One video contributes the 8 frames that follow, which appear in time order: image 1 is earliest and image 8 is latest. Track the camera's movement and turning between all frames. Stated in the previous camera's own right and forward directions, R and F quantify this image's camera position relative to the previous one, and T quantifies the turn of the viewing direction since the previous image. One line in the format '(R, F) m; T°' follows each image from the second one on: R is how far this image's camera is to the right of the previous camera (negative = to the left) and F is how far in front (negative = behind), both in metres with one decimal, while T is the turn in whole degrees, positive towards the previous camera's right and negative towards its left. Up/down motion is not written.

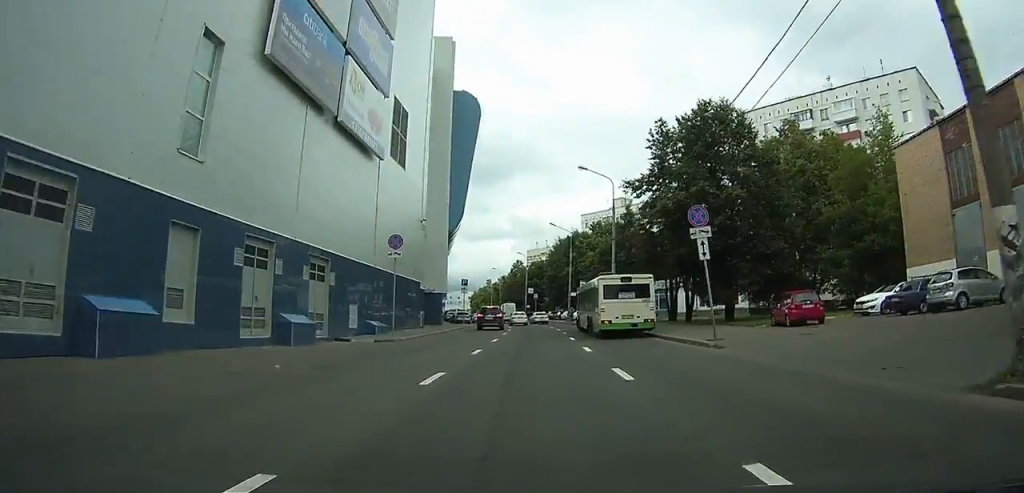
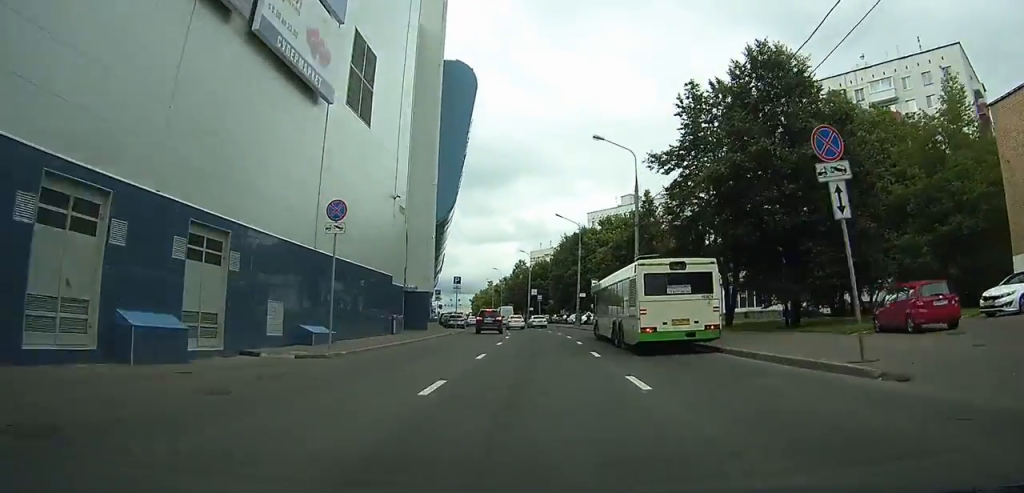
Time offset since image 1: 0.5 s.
(+0.1, +8.9) m; 0°
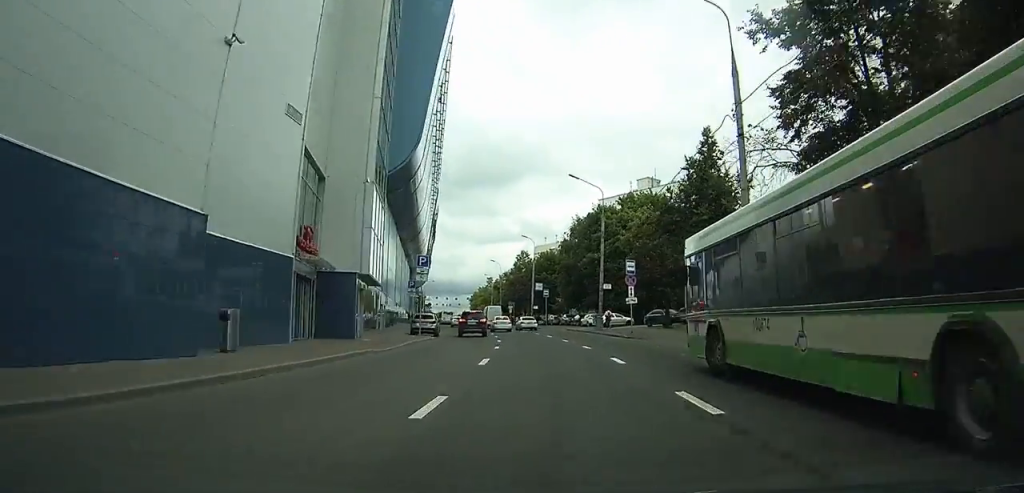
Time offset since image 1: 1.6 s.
(-0.2, +18.7) m; -1°
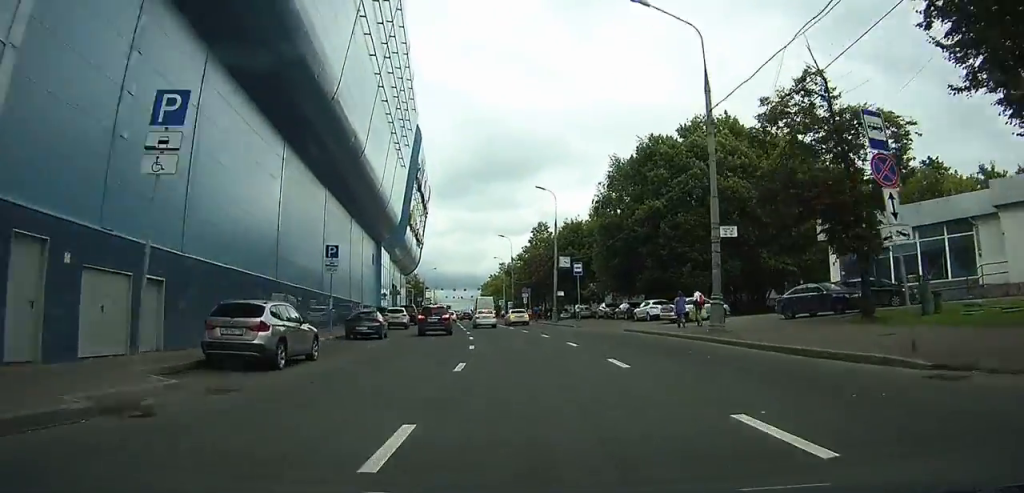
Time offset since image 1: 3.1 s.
(-1.4, +26.8) m; -6°
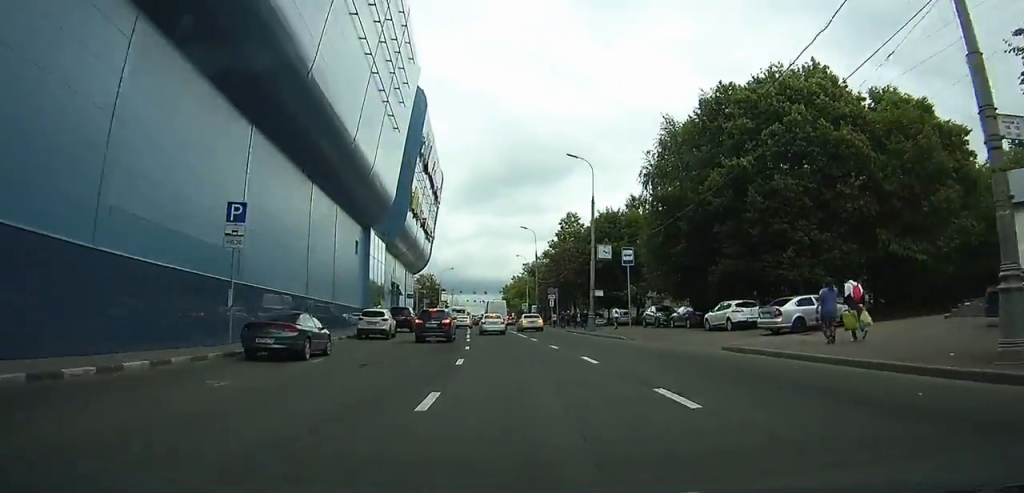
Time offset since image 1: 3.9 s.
(-0.4, +12.8) m; -2°
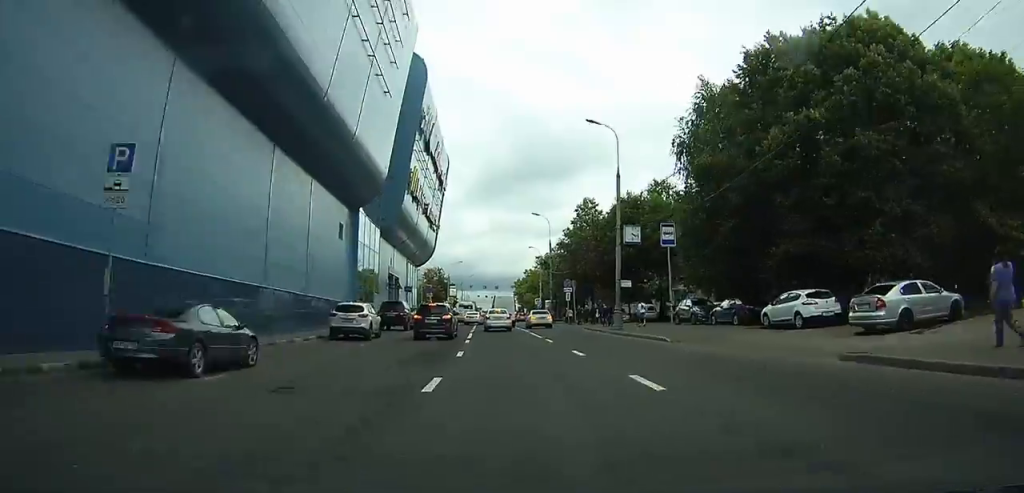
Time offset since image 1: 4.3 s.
(+0.1, +6.6) m; 0°
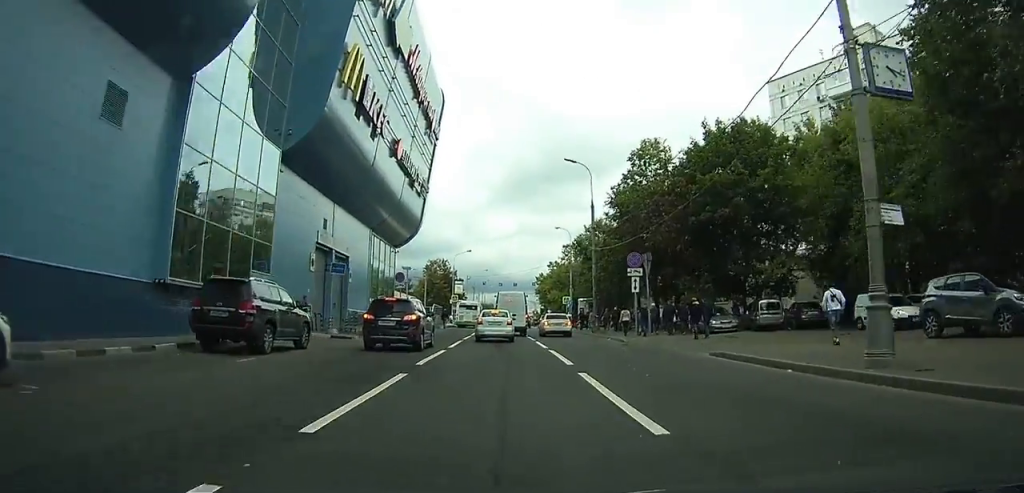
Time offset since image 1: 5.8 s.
(-0.3, +24.1) m; -1°
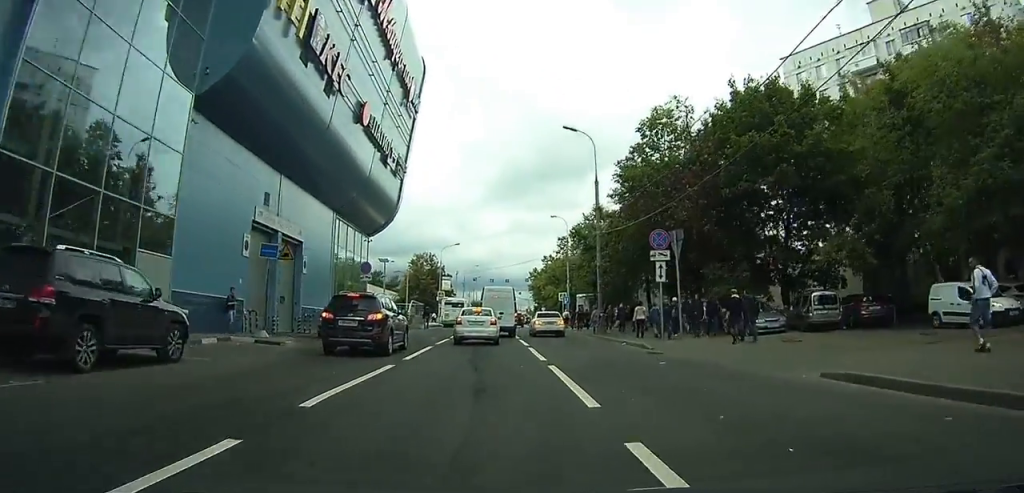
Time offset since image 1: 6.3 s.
(+0.1, +6.8) m; 0°
